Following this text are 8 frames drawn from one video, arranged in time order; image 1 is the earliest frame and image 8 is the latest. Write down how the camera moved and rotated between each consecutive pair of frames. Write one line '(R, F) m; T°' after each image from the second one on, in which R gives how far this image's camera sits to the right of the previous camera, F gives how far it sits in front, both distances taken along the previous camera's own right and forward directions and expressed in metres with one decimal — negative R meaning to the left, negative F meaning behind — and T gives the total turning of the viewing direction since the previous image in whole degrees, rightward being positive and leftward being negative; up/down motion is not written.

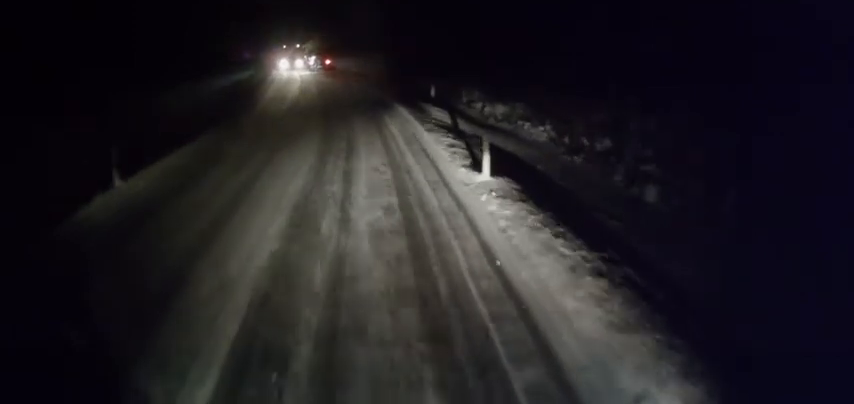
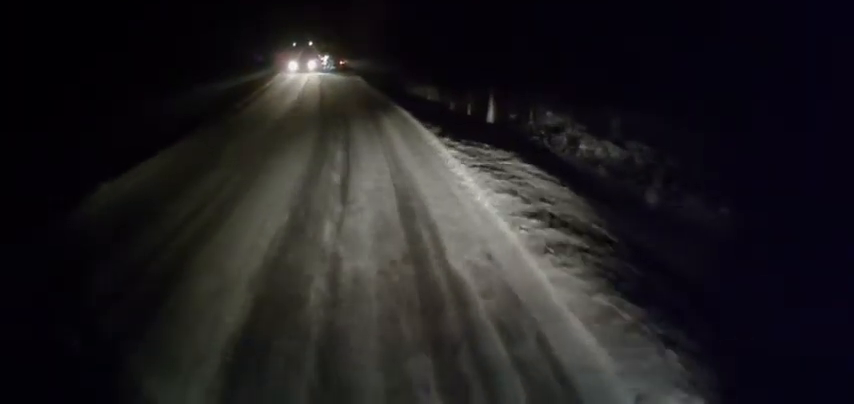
(-0.9, +11.8) m; -8°
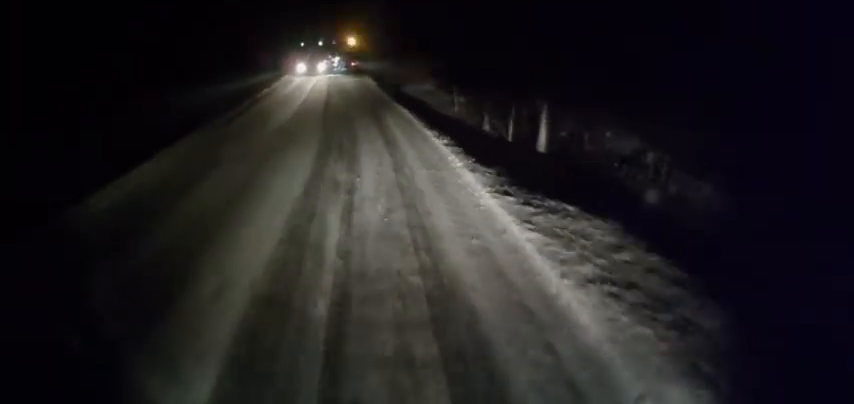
(0.0, +5.9) m; -1°
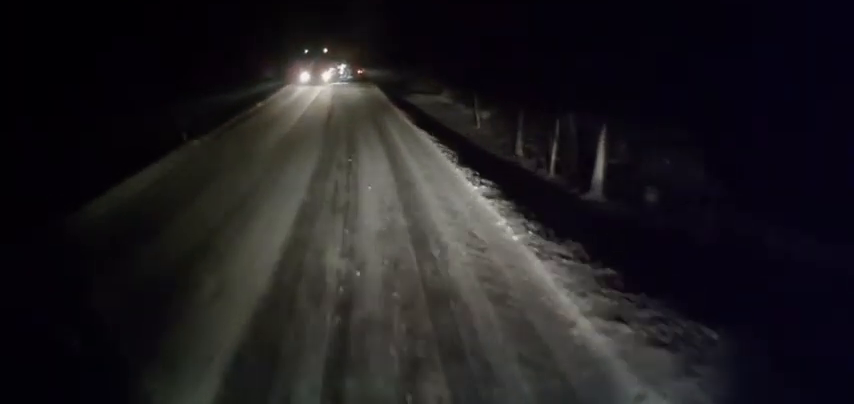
(-0.1, +4.1) m; 0°
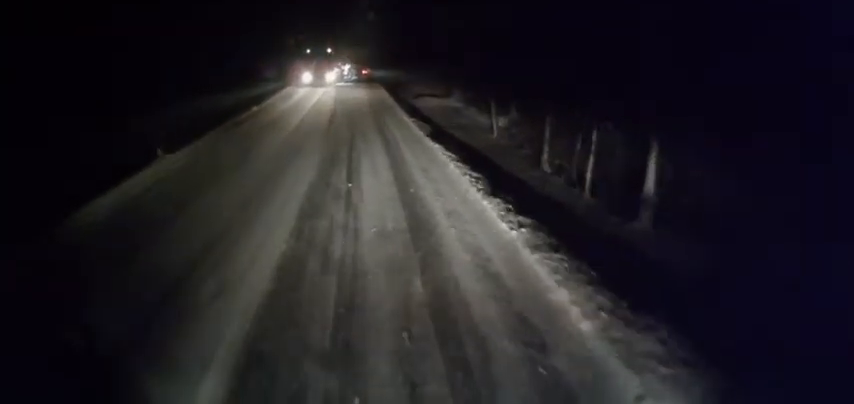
(-0.1, +2.6) m; 0°
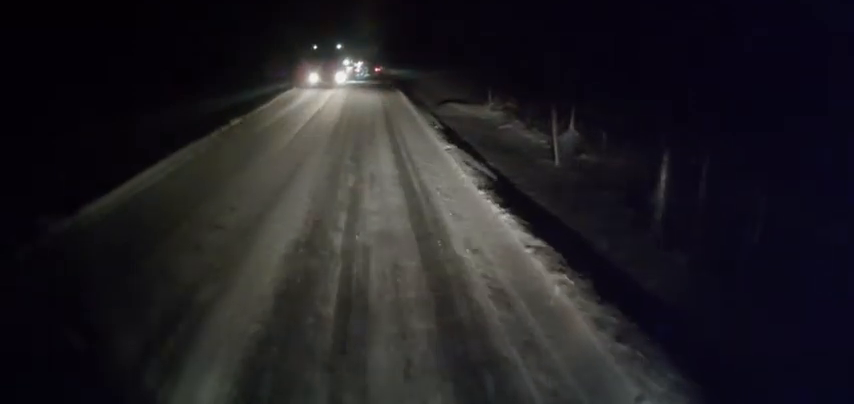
(+0.1, +6.4) m; -6°
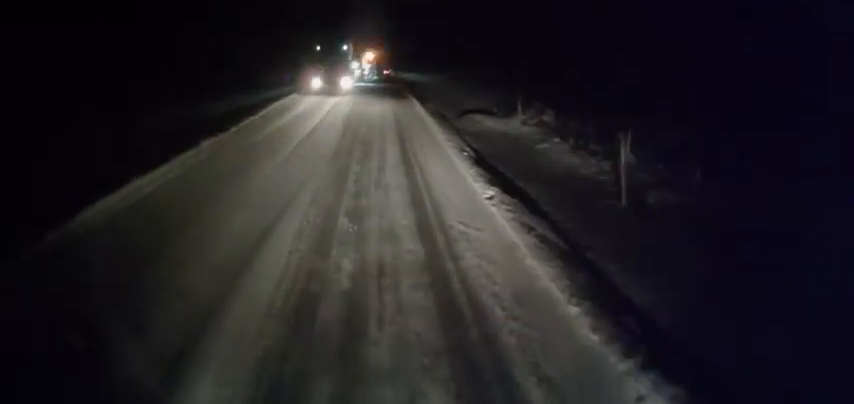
(-0.6, +4.4) m; -2°
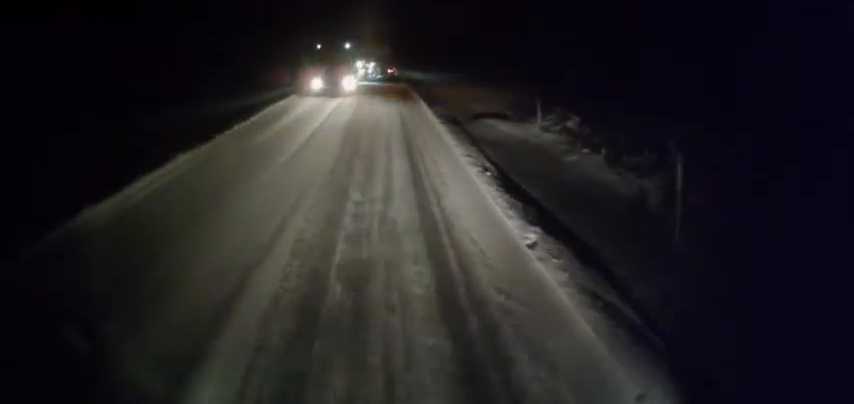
(+0.1, +2.5) m; 0°
